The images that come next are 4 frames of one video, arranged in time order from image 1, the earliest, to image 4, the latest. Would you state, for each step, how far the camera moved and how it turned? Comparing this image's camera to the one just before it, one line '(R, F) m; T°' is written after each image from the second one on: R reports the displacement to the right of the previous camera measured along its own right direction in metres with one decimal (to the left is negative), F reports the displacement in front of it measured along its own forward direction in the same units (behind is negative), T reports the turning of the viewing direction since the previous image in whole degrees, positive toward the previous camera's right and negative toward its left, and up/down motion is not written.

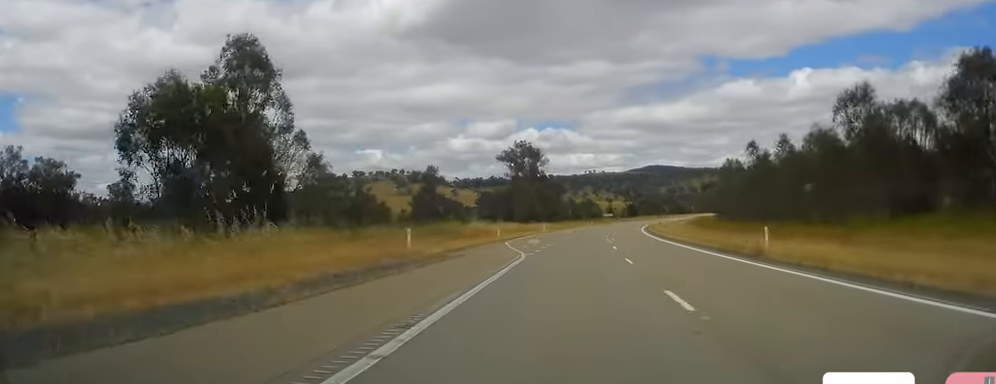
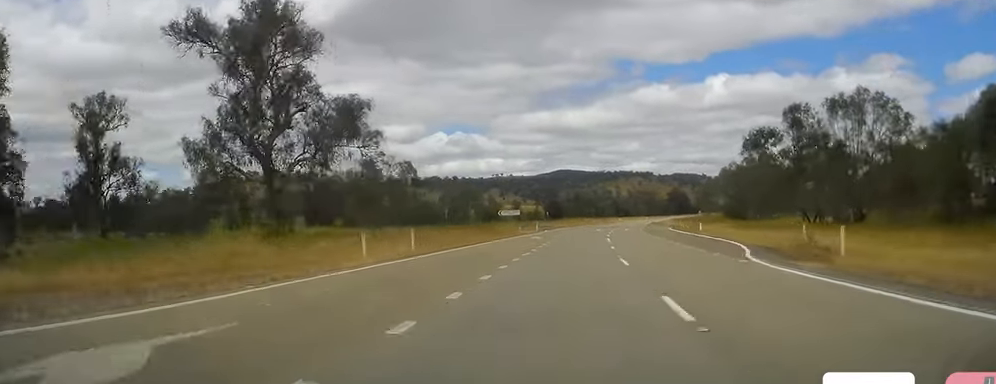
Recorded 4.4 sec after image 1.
(+8.8, +123.9) m; +8°
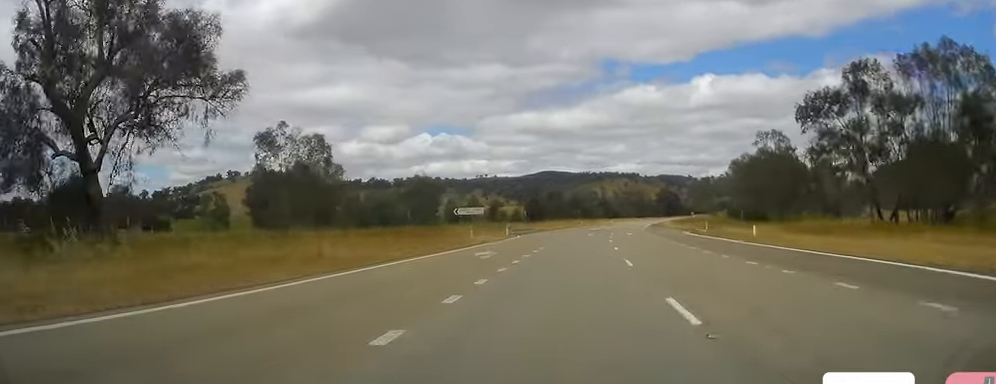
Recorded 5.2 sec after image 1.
(+0.3, +24.8) m; +1°
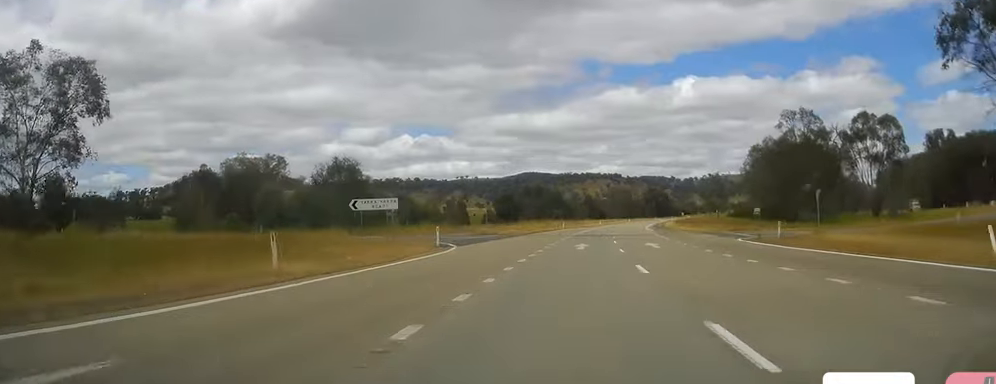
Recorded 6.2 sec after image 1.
(+0.1, +27.6) m; +1°
